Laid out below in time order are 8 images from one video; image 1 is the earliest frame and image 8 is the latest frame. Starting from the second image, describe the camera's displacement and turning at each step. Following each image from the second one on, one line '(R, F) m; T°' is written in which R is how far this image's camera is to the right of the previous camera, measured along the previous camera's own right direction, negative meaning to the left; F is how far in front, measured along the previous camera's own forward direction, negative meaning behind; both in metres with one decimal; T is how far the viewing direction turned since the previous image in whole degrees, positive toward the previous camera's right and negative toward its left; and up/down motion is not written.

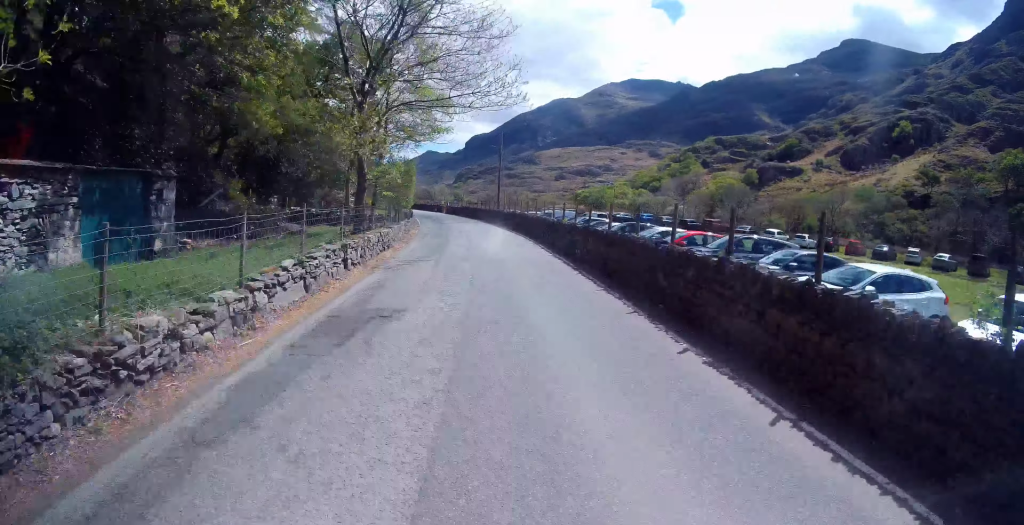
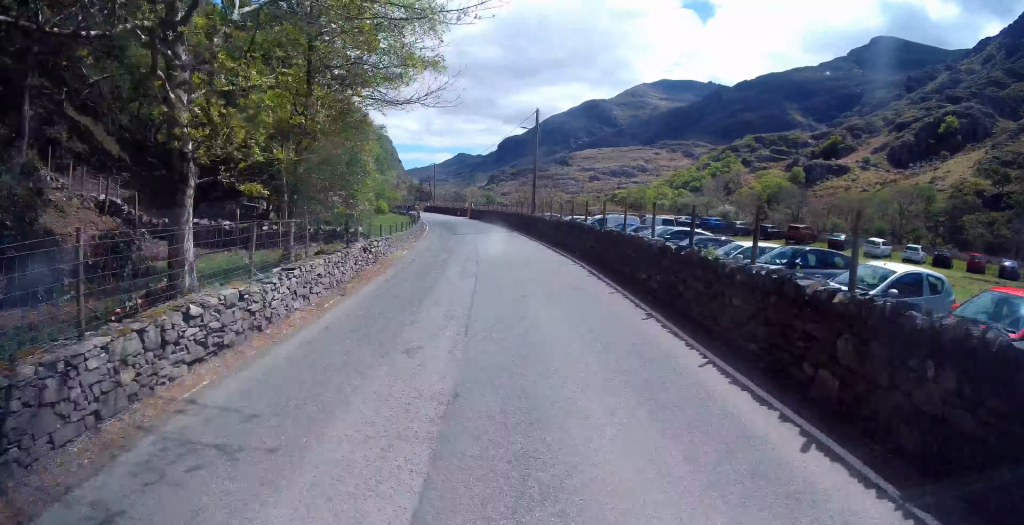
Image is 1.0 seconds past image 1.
(-0.6, +12.6) m; -3°
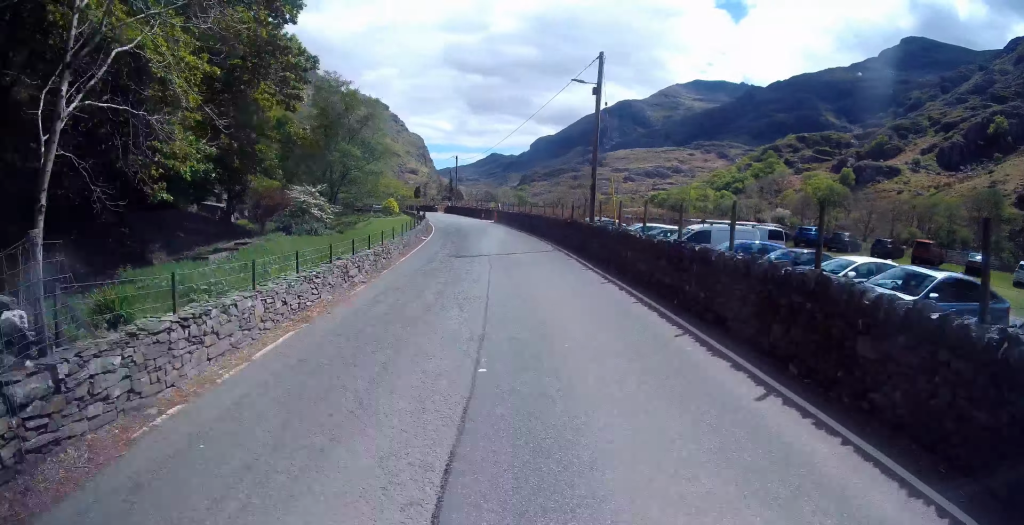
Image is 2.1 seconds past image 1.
(0.0, +13.7) m; -1°
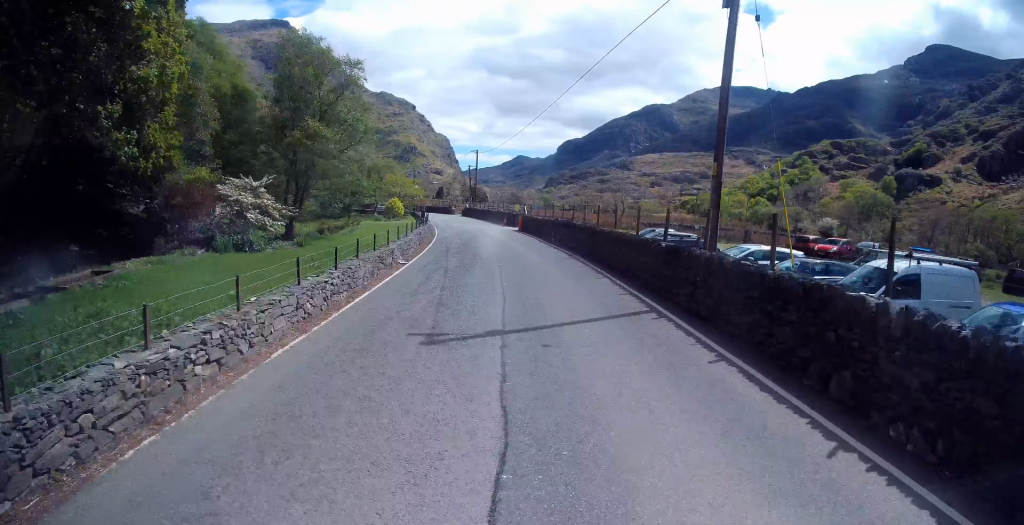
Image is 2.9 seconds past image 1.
(-0.2, +11.0) m; -4°
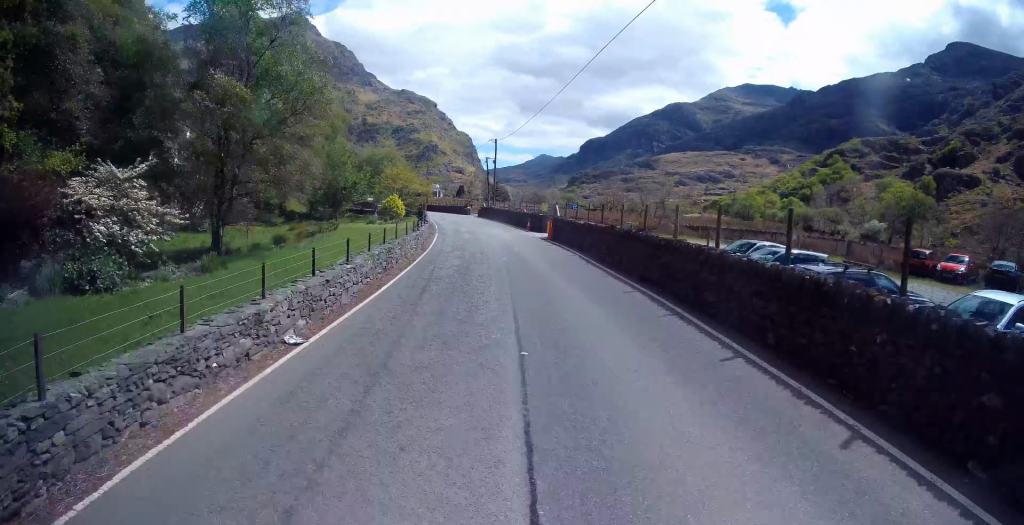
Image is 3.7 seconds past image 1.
(-0.3, +10.0) m; -5°
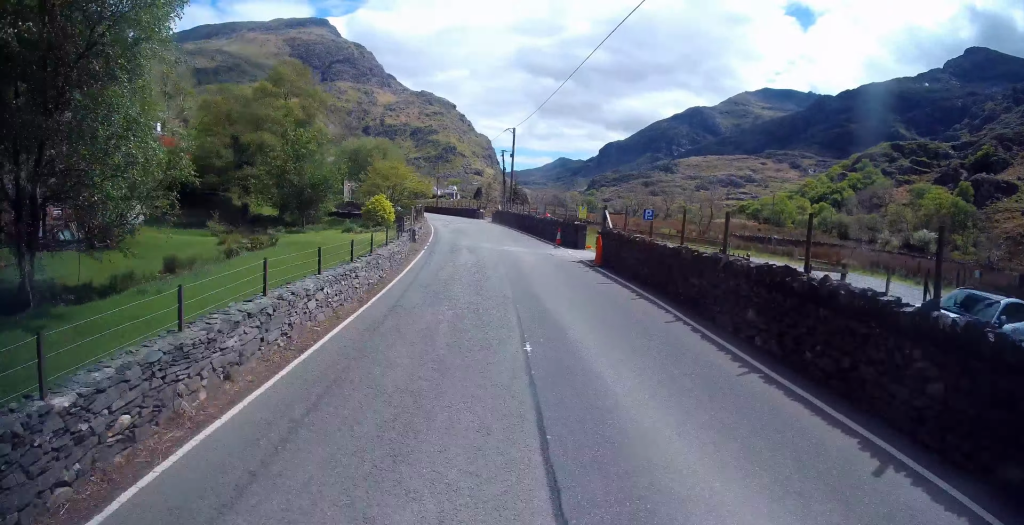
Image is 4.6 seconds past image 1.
(-0.7, +10.2) m; -2°
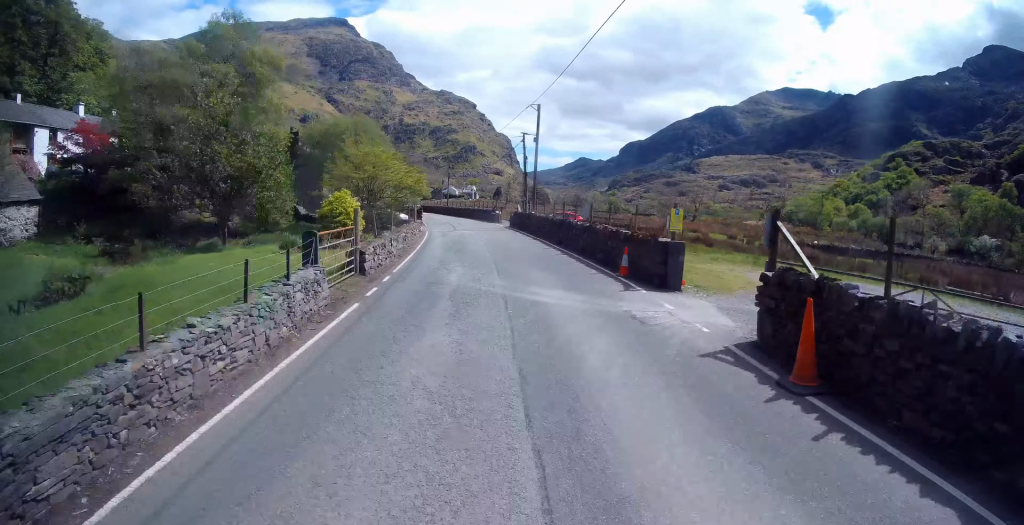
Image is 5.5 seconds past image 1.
(+0.4, +11.1) m; -1°
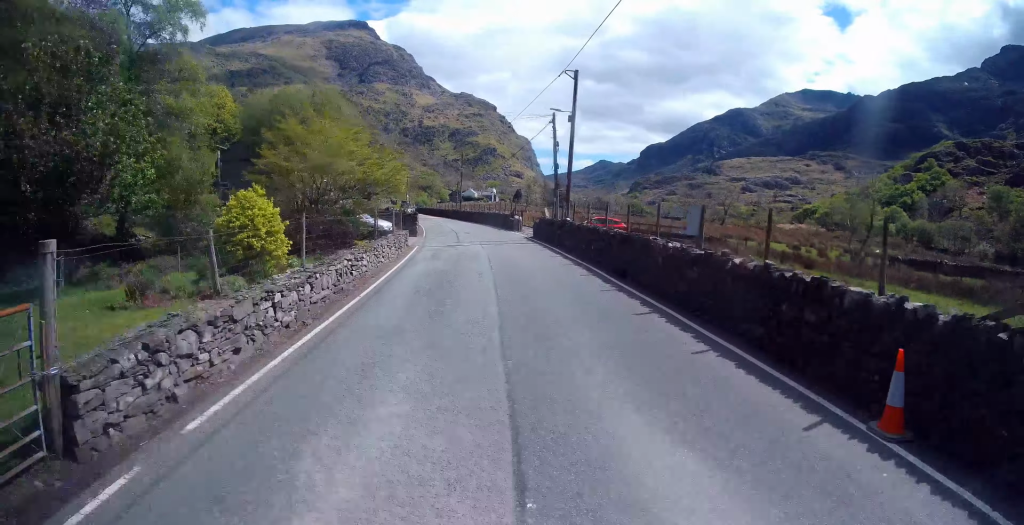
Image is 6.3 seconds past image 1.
(-0.4, +9.9) m; -4°
